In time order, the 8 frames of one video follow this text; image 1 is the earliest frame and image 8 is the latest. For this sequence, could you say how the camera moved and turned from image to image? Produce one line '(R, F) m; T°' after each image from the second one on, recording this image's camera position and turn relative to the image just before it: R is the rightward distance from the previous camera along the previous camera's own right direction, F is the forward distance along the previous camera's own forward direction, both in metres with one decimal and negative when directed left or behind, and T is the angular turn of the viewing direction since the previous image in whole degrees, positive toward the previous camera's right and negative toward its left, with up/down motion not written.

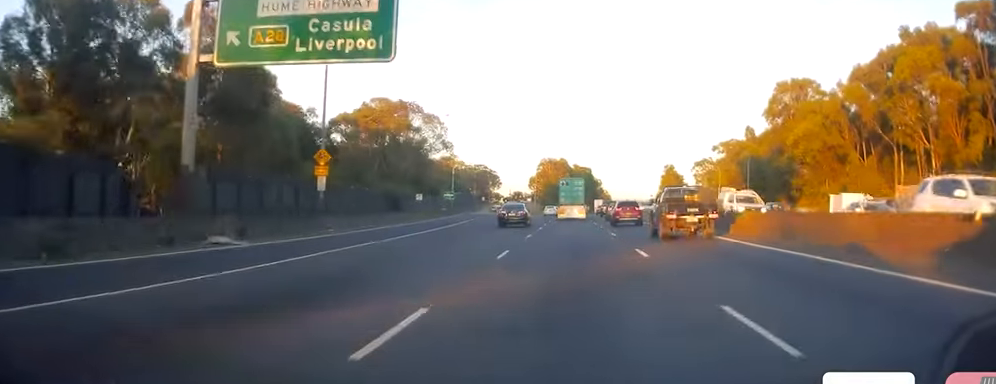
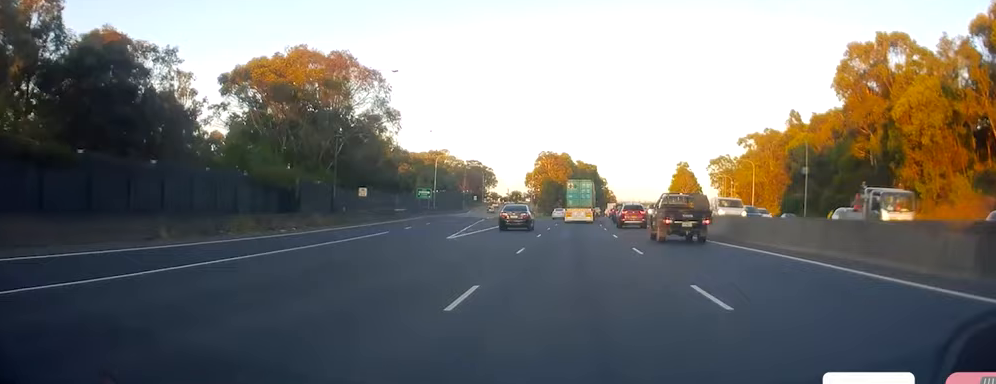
(+0.1, +32.2) m; 0°
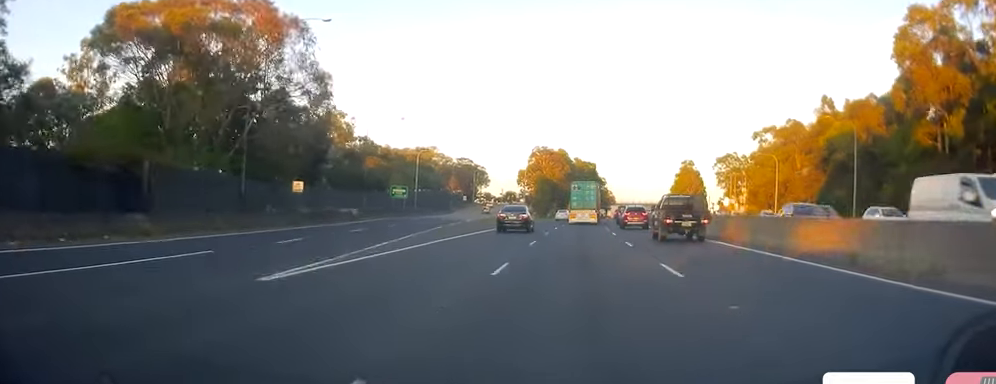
(-0.1, +19.0) m; -1°
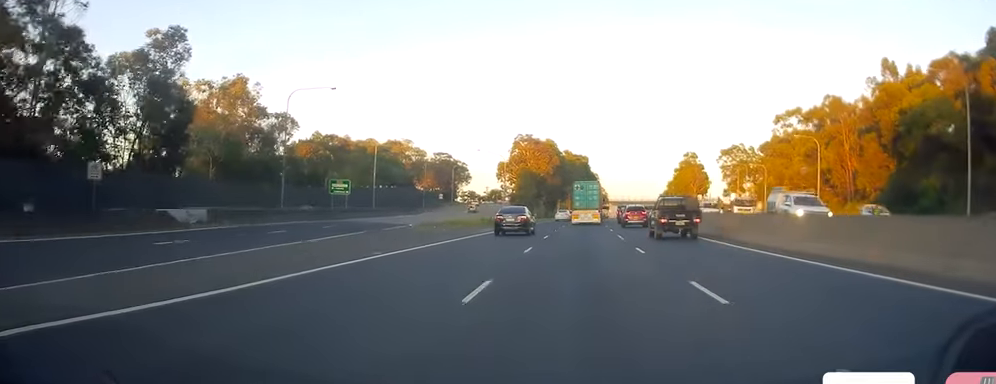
(-0.1, +27.7) m; 0°
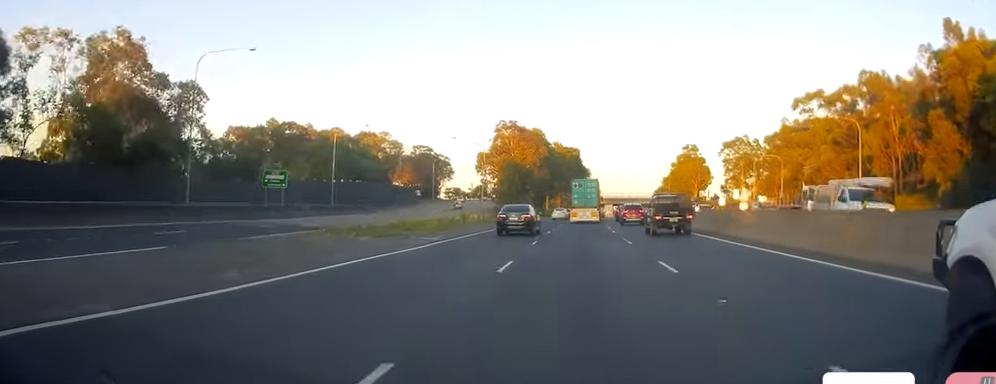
(-0.1, +19.0) m; +1°
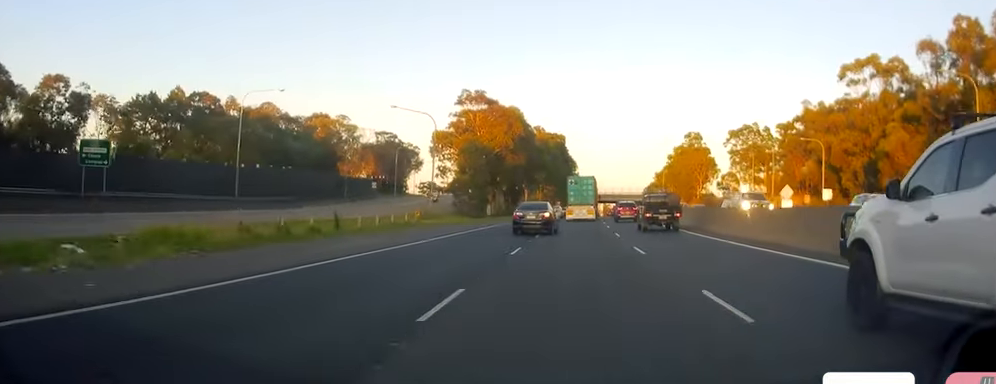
(+0.7, +30.2) m; +1°
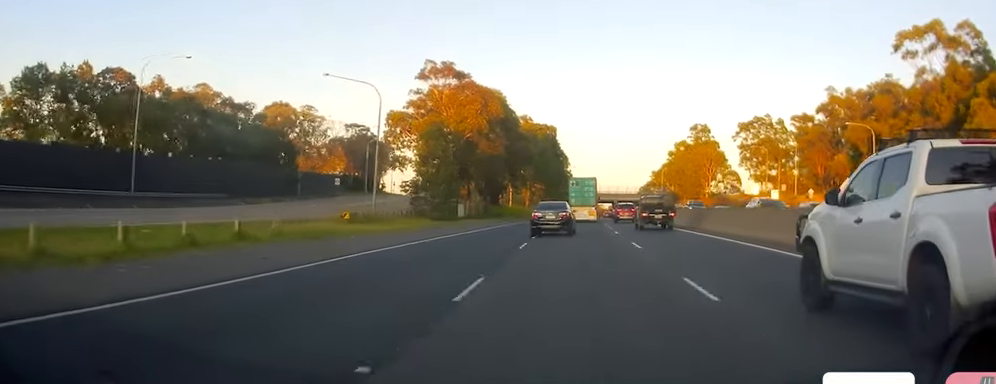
(0.0, +21.6) m; 0°
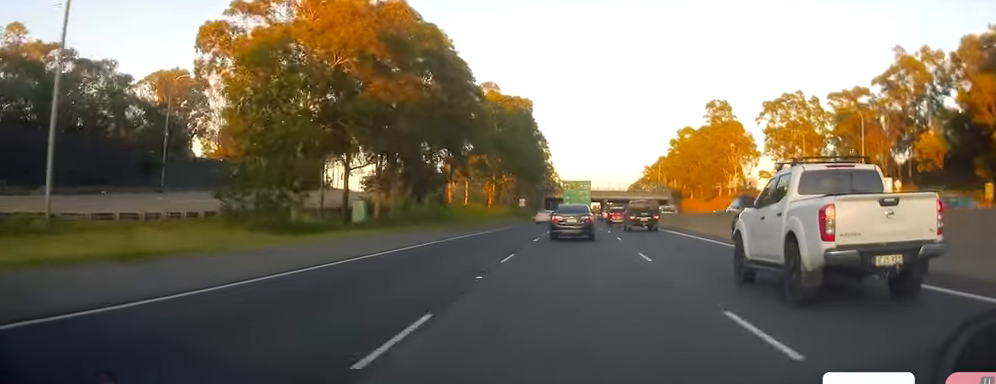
(+0.6, +39.5) m; +2°
